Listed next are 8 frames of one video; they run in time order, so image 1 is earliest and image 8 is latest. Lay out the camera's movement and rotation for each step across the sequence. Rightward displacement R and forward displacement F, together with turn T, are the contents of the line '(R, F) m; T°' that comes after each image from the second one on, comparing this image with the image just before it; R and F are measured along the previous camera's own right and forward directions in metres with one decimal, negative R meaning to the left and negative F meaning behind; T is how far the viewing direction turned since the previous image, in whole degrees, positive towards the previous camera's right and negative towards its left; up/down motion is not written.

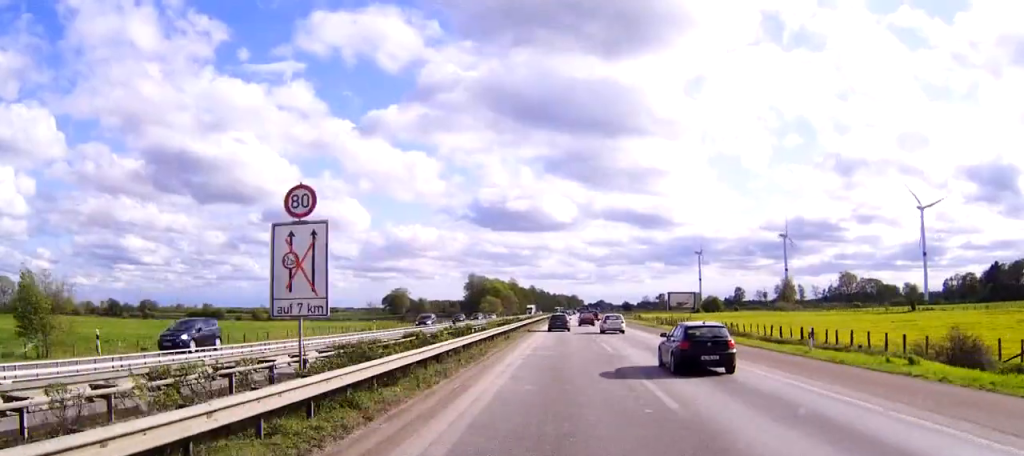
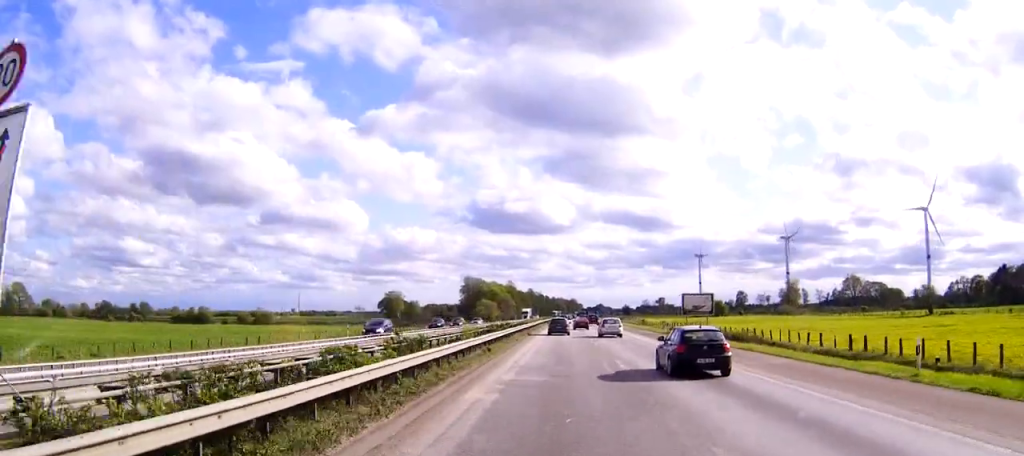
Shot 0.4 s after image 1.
(0.0, +9.7) m; 0°
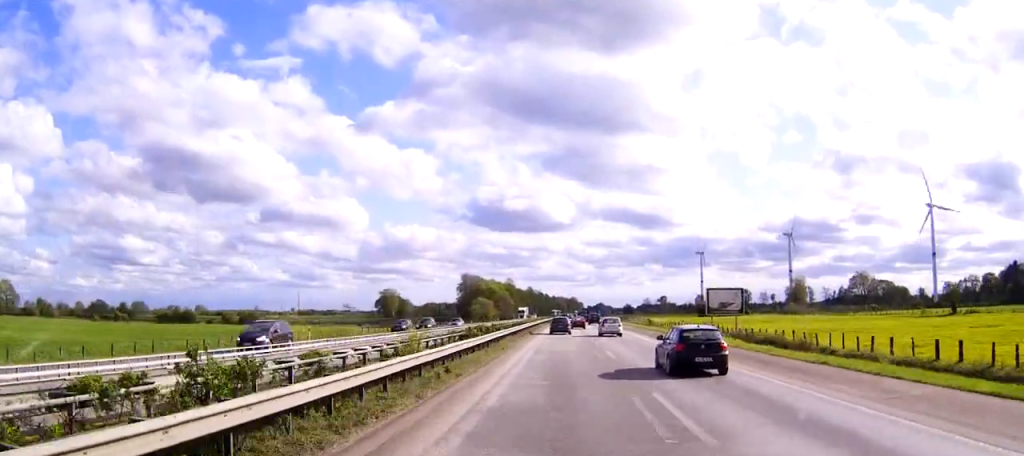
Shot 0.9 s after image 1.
(0.0, +11.2) m; 0°
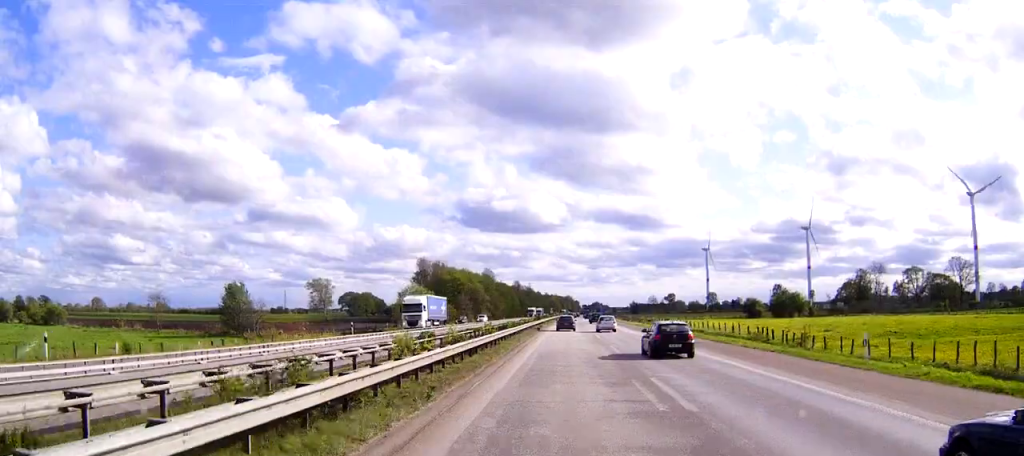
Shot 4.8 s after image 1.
(+0.4, +88.1) m; +1°
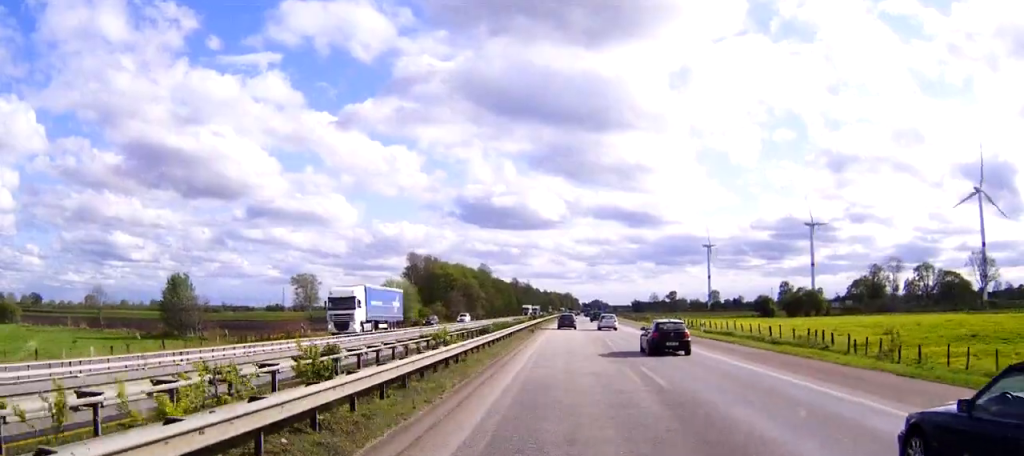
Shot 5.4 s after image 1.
(0.0, +13.8) m; 0°
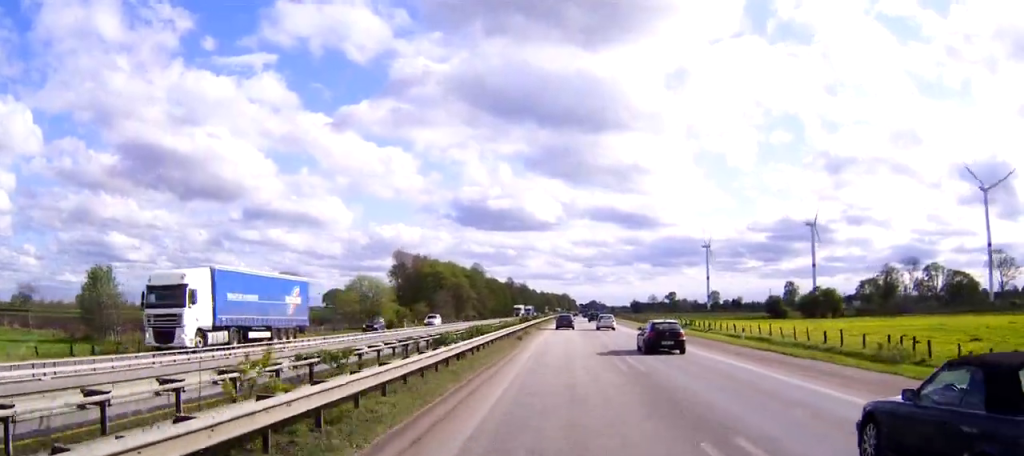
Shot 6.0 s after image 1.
(0.0, +13.8) m; 0°
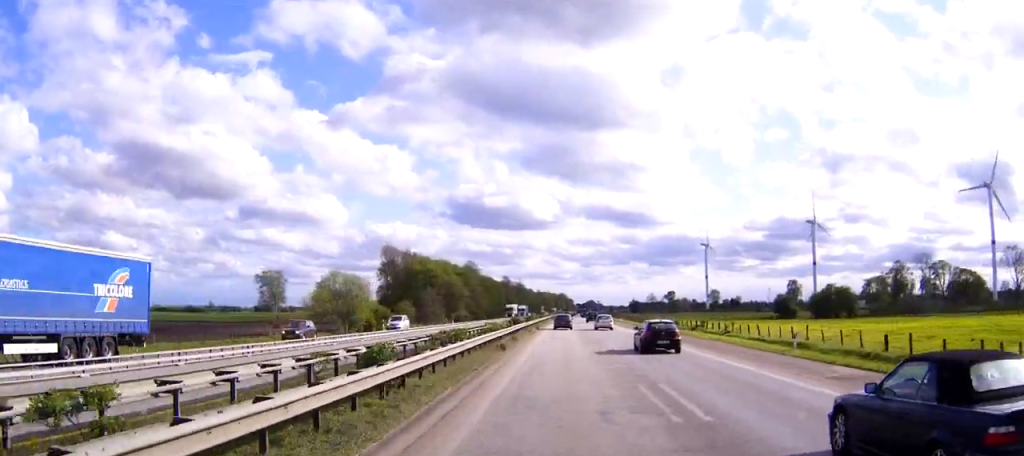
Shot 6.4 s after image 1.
(0.0, +10.0) m; 0°
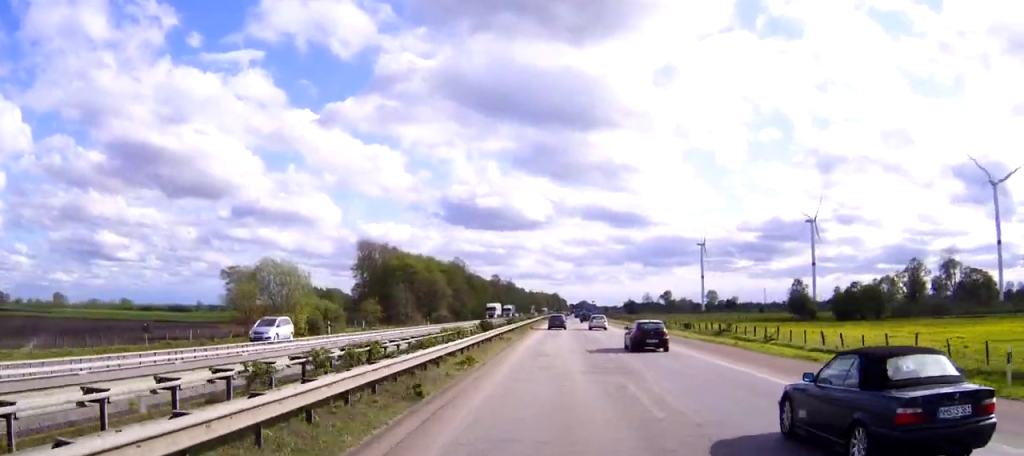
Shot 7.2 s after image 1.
(+0.1, +17.8) m; 0°
